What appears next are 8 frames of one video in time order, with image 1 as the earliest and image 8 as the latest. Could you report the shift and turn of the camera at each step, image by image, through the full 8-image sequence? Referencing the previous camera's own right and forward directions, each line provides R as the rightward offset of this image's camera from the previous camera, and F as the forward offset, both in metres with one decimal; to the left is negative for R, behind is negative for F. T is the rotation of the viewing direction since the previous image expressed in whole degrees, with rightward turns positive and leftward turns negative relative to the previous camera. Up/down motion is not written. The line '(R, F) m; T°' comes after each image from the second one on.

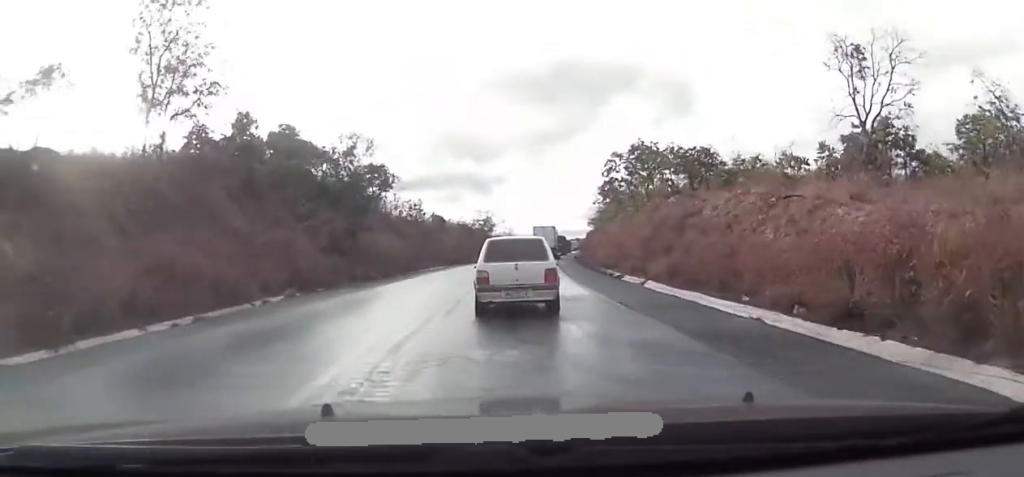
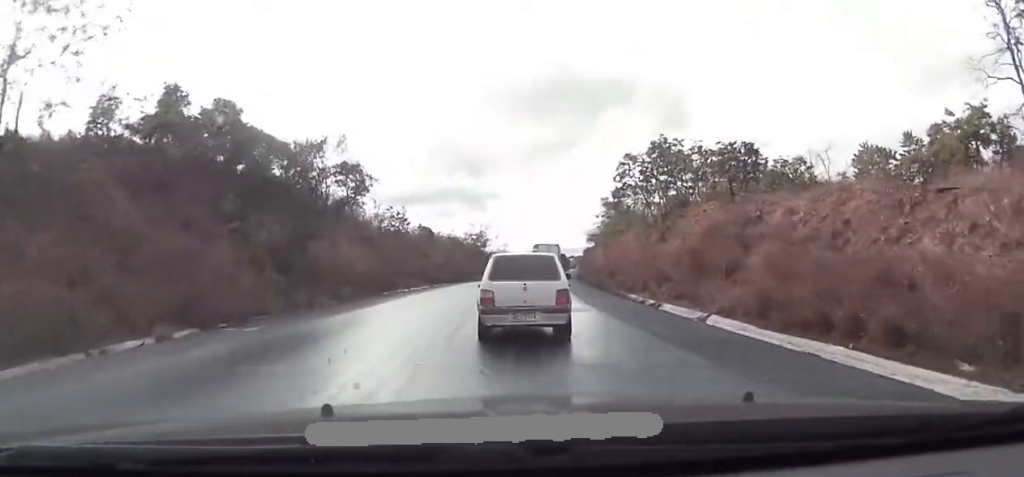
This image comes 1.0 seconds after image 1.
(-0.1, +9.8) m; -2°
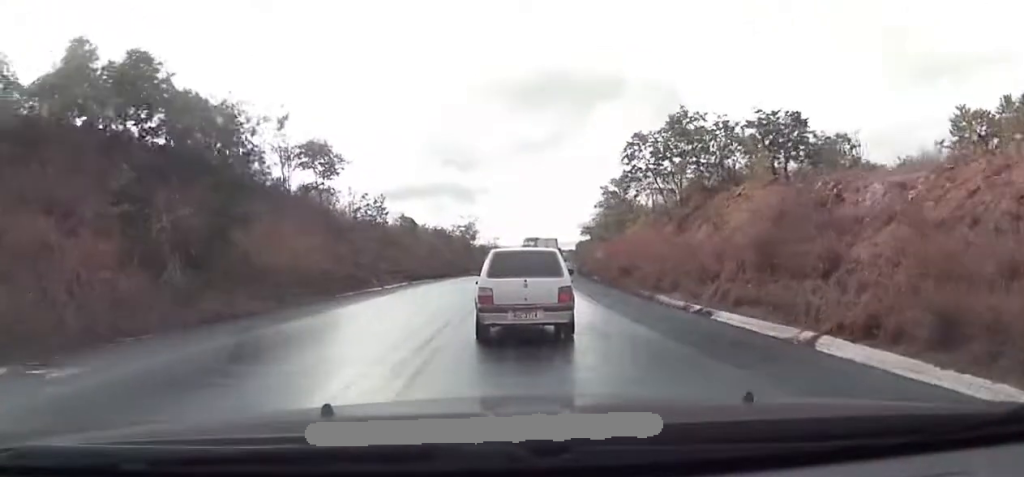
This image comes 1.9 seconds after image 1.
(-0.2, +7.9) m; +1°
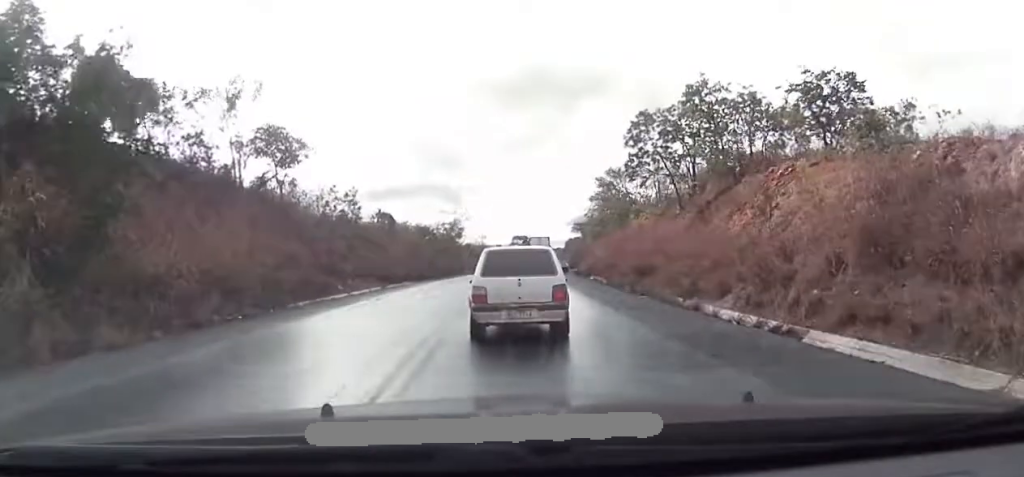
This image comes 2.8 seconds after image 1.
(+0.2, +6.8) m; +2°
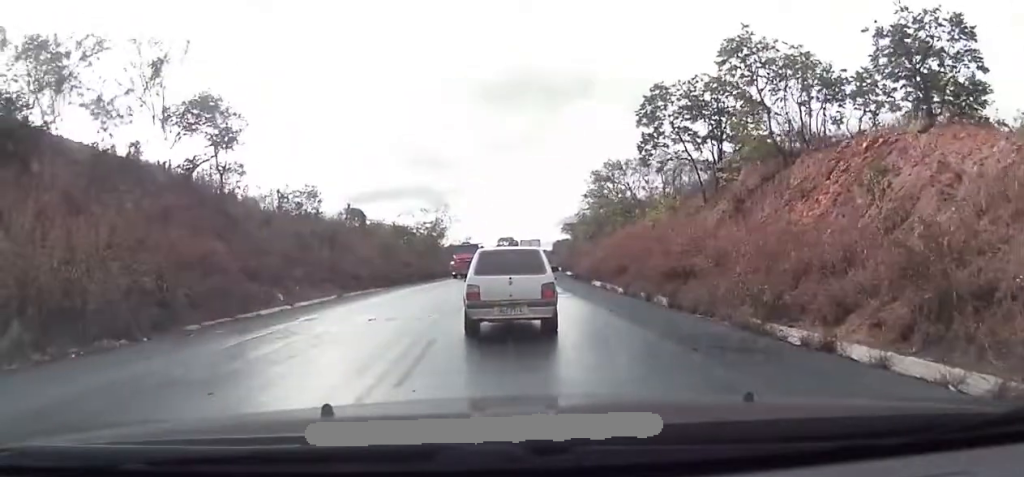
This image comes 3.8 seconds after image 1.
(+0.2, +7.9) m; 0°
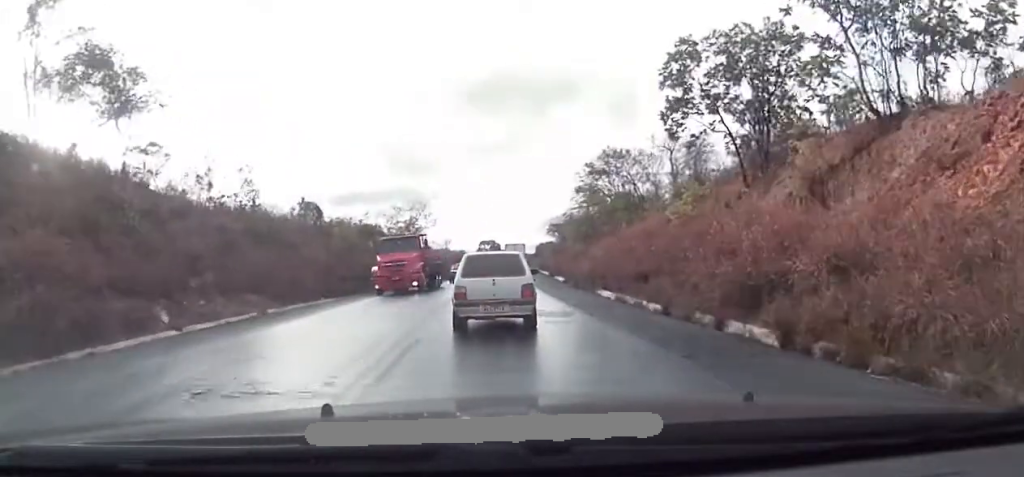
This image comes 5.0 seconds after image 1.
(0.0, +8.6) m; +2°
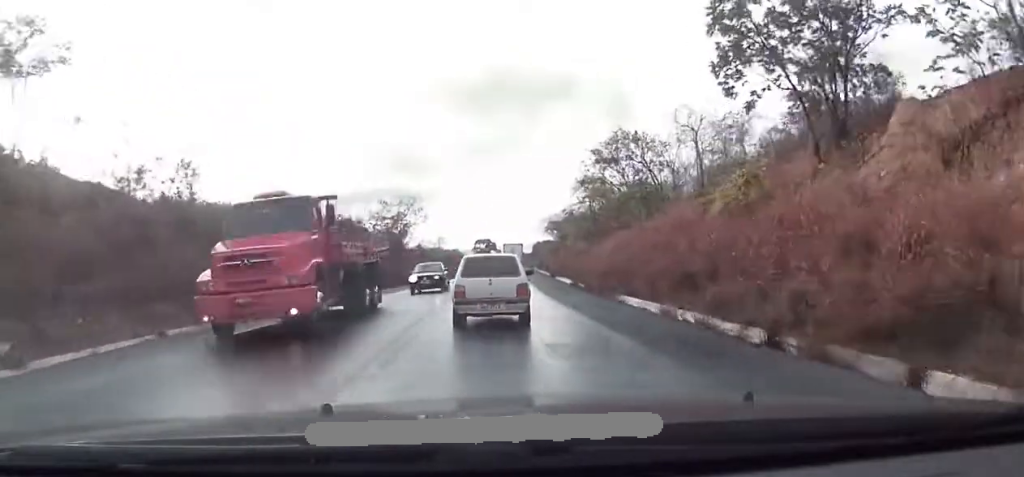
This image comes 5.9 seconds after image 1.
(+0.2, +6.6) m; 0°
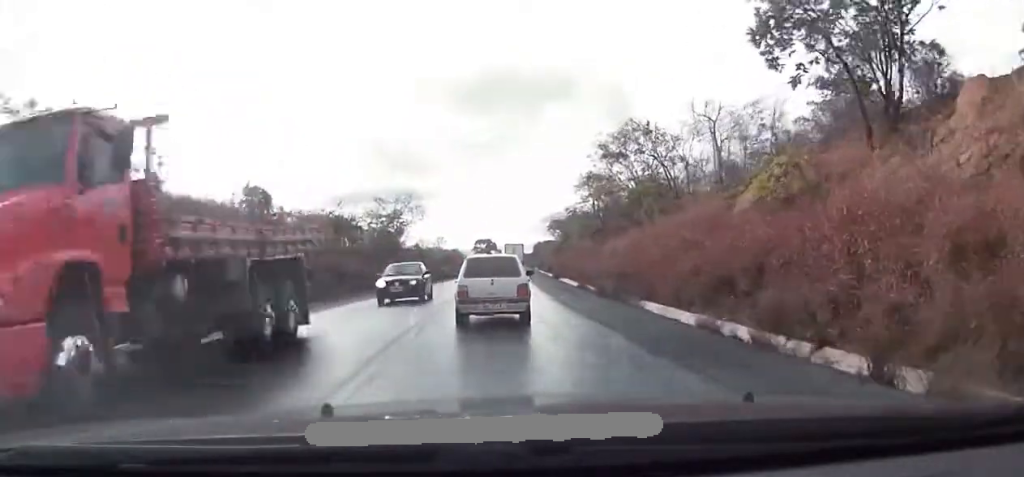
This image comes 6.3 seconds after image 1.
(+0.1, +3.0) m; -2°
